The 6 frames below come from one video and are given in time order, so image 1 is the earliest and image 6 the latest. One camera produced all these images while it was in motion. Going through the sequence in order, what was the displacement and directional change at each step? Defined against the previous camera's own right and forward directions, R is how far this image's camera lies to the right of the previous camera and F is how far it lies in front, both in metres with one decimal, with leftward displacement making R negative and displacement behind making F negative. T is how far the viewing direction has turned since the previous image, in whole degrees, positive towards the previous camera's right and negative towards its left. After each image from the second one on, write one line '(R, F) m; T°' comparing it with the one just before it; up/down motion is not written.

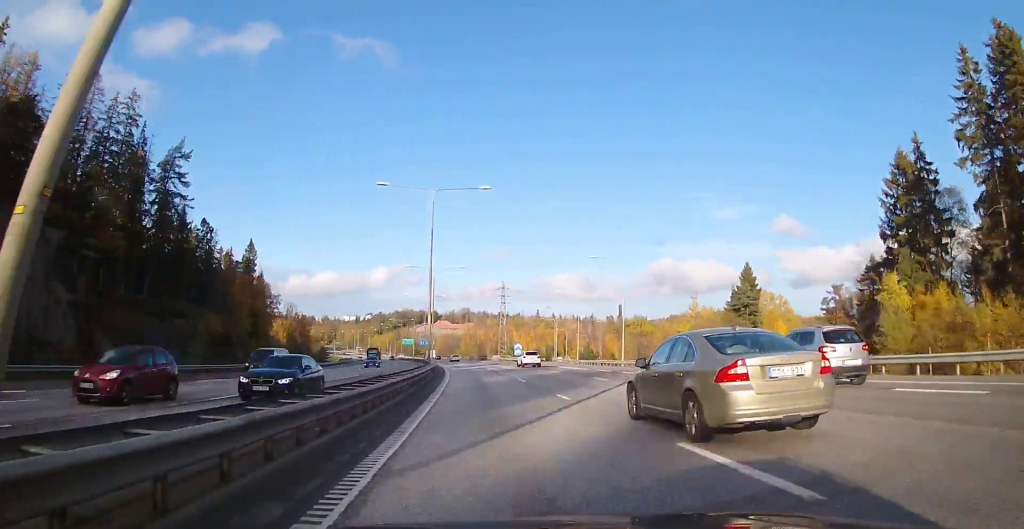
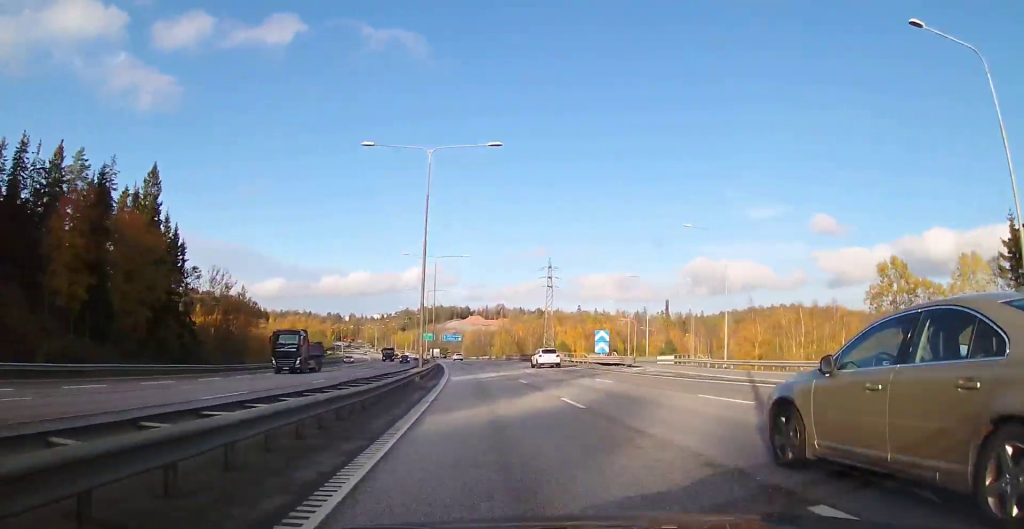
(-1.3, +48.8) m; -3°
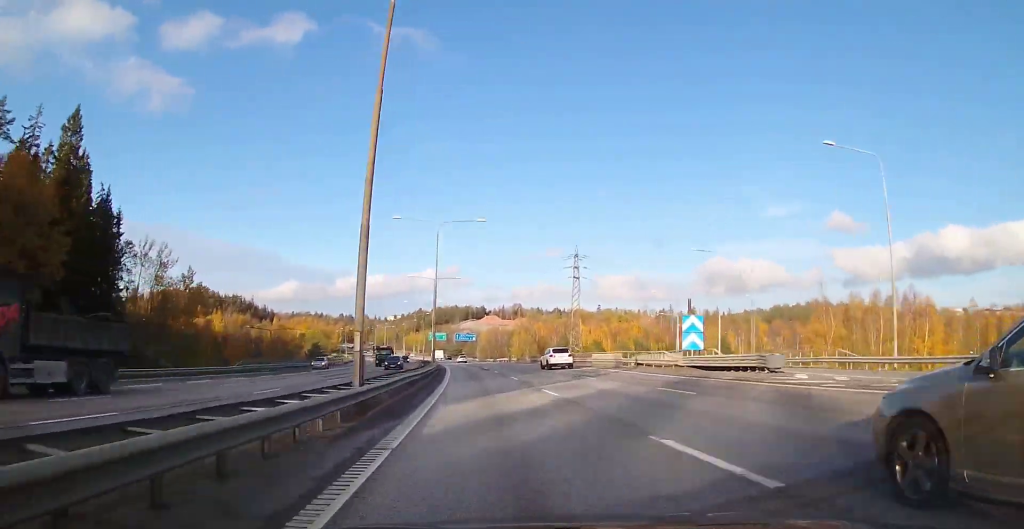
(-0.2, +20.5) m; -2°
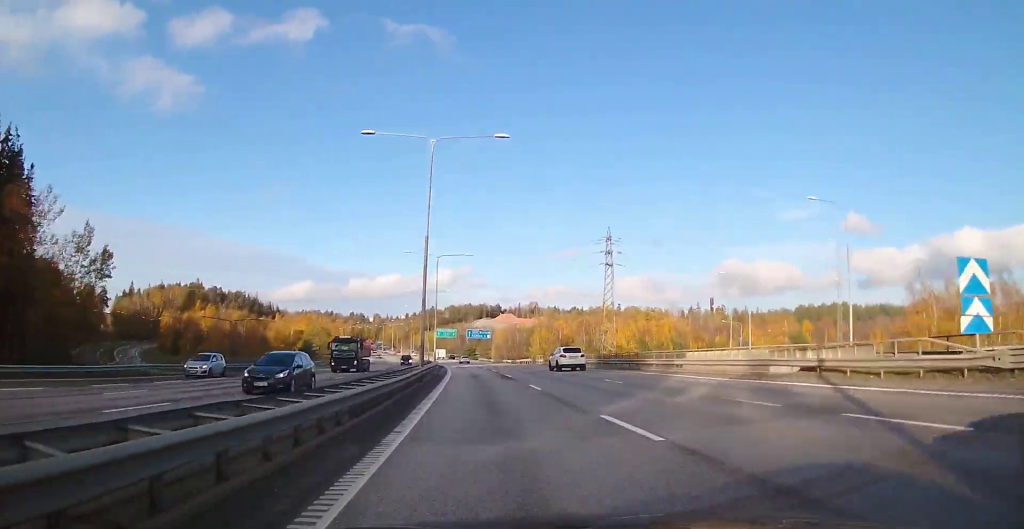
(-0.5, +21.7) m; -2°
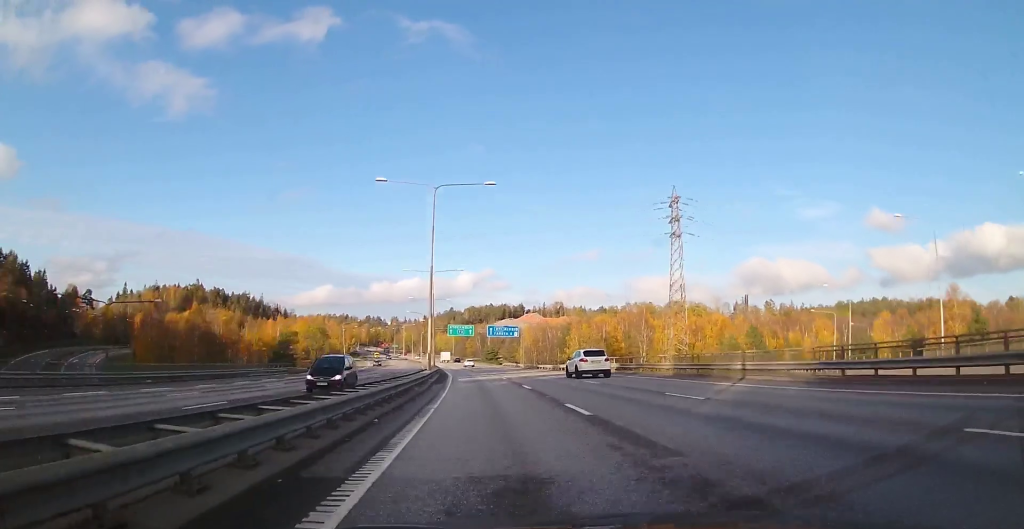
(-0.6, +32.4) m; -2°
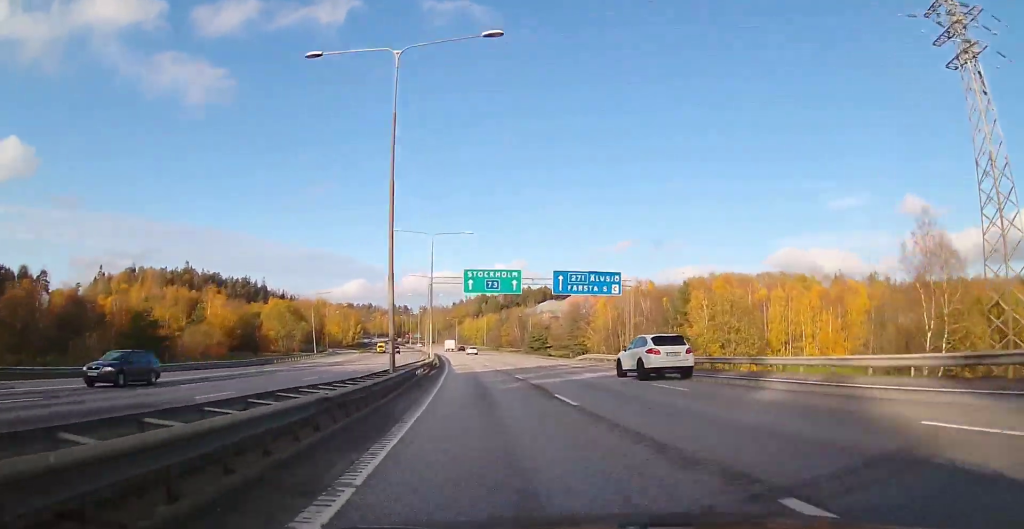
(-1.7, +60.6) m; -3°
